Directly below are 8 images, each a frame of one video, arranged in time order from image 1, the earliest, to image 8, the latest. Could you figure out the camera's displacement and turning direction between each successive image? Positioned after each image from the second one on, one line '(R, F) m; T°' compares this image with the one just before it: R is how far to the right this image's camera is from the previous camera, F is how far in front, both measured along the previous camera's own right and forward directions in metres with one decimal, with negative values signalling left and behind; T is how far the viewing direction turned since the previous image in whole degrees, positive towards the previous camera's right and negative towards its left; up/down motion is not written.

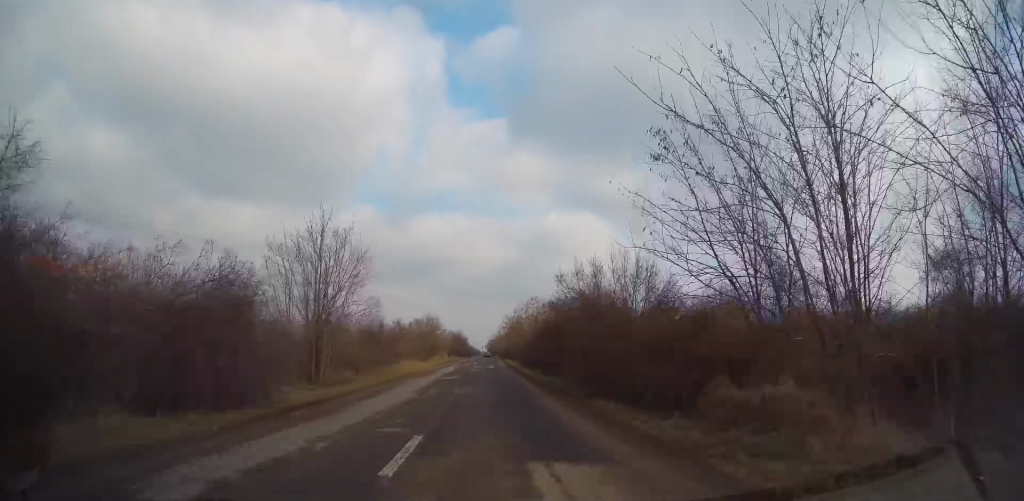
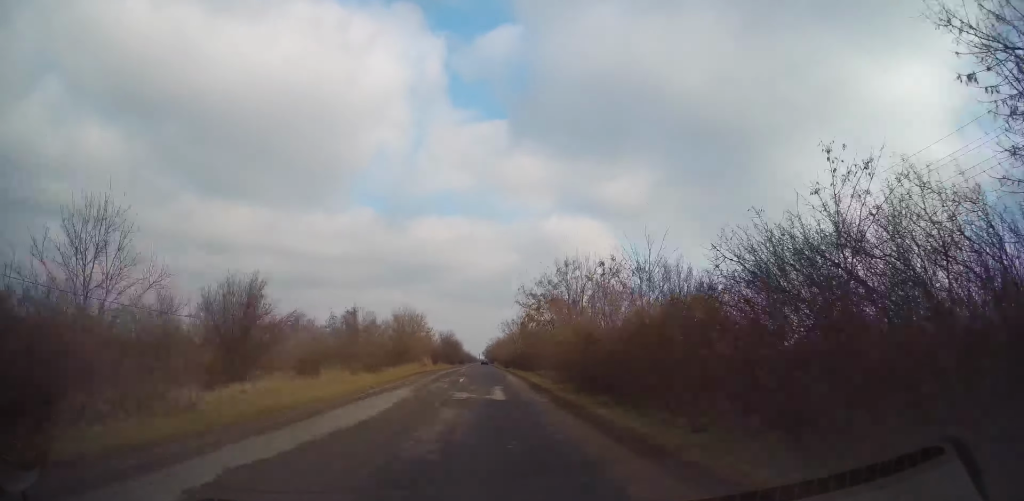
(+0.1, +27.9) m; +1°
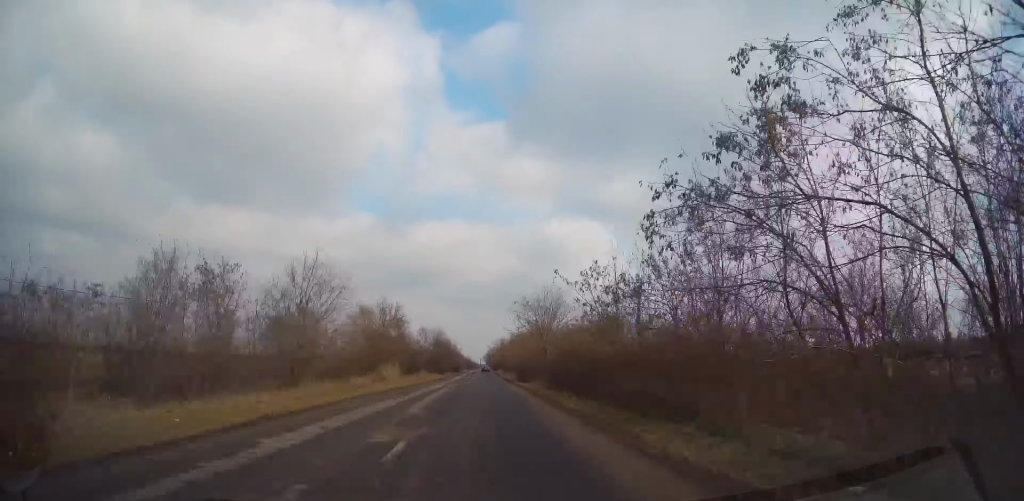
(+0.2, +30.5) m; 0°
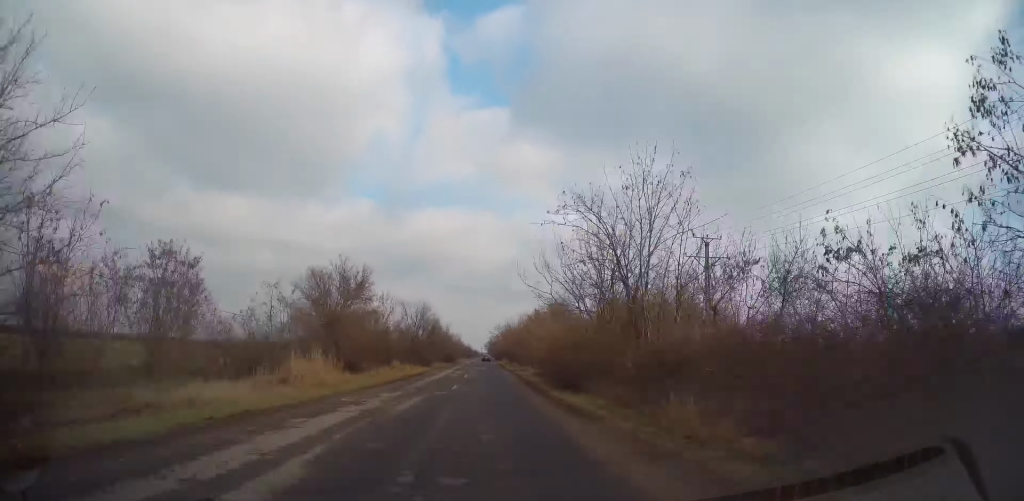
(0.0, +21.3) m; -1°
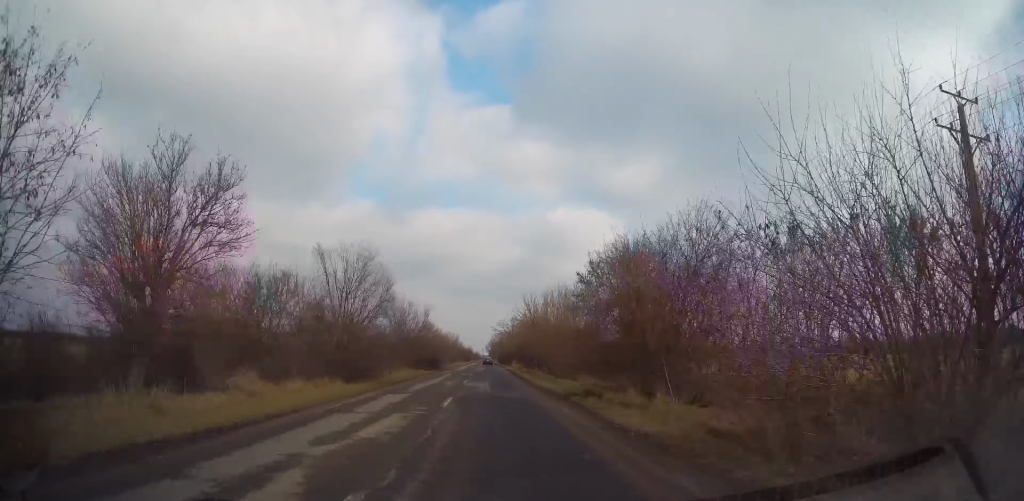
(-0.3, +29.9) m; -1°
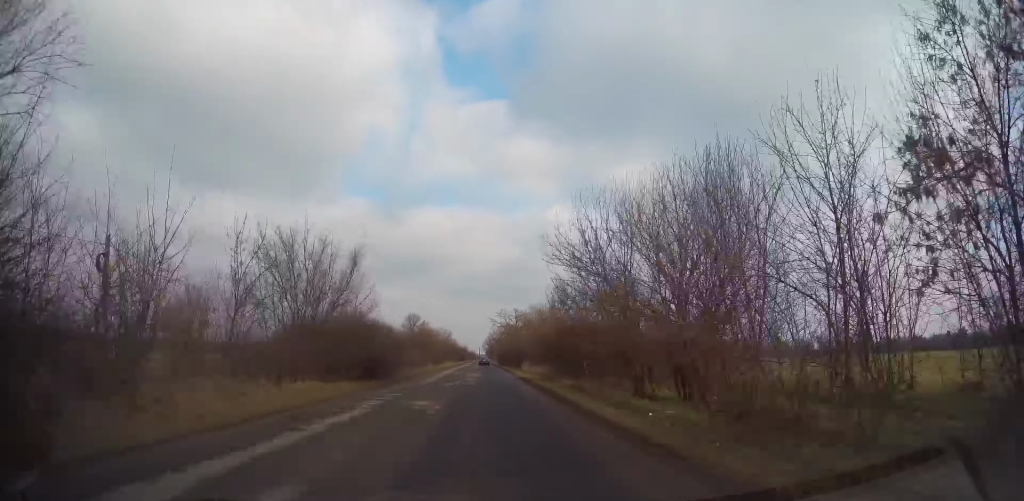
(+0.1, +25.1) m; 0°
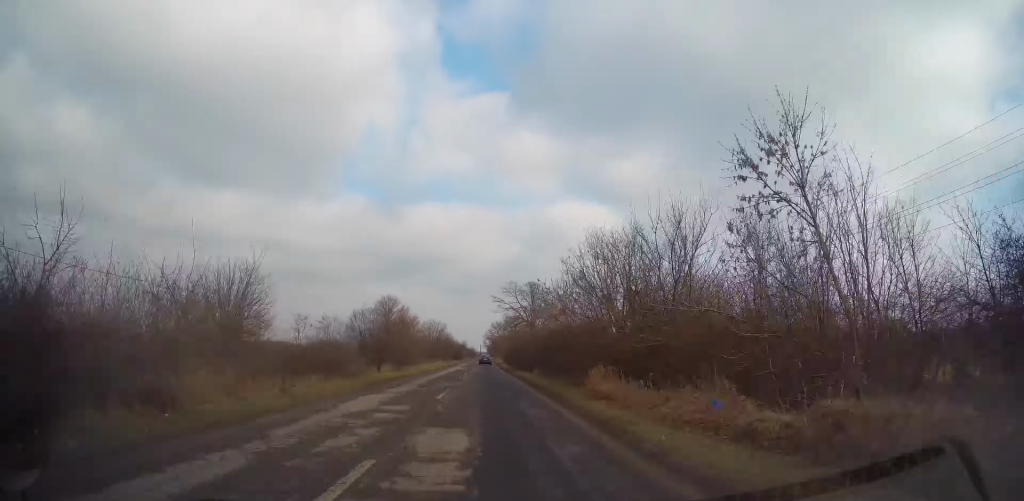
(+0.2, +30.6) m; 0°
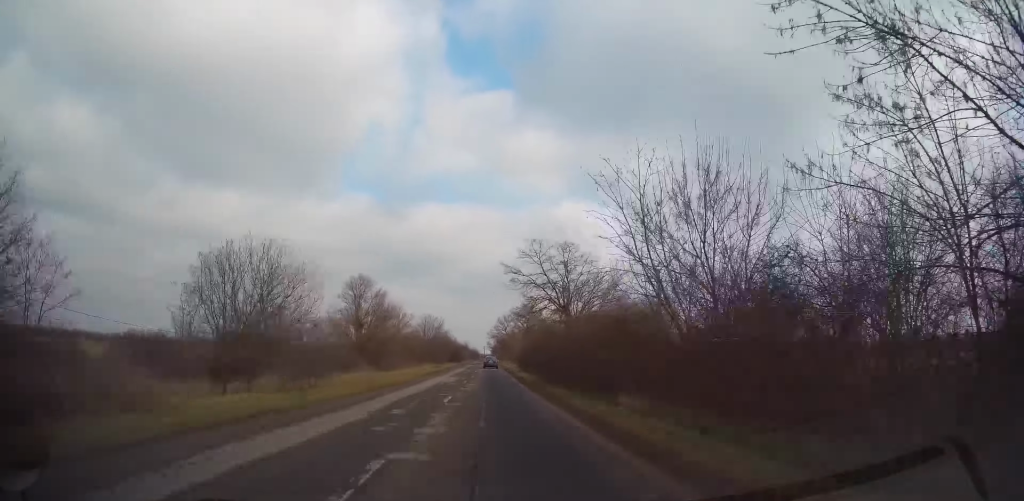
(0.0, +22.8) m; -1°
